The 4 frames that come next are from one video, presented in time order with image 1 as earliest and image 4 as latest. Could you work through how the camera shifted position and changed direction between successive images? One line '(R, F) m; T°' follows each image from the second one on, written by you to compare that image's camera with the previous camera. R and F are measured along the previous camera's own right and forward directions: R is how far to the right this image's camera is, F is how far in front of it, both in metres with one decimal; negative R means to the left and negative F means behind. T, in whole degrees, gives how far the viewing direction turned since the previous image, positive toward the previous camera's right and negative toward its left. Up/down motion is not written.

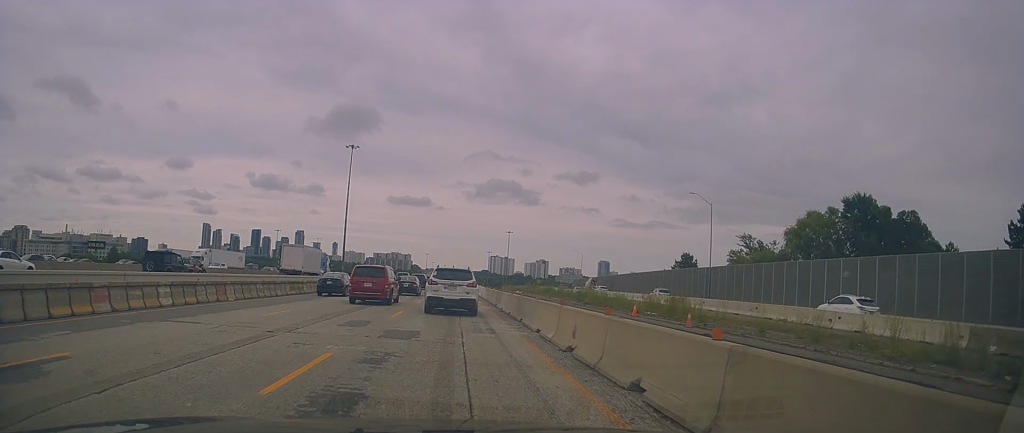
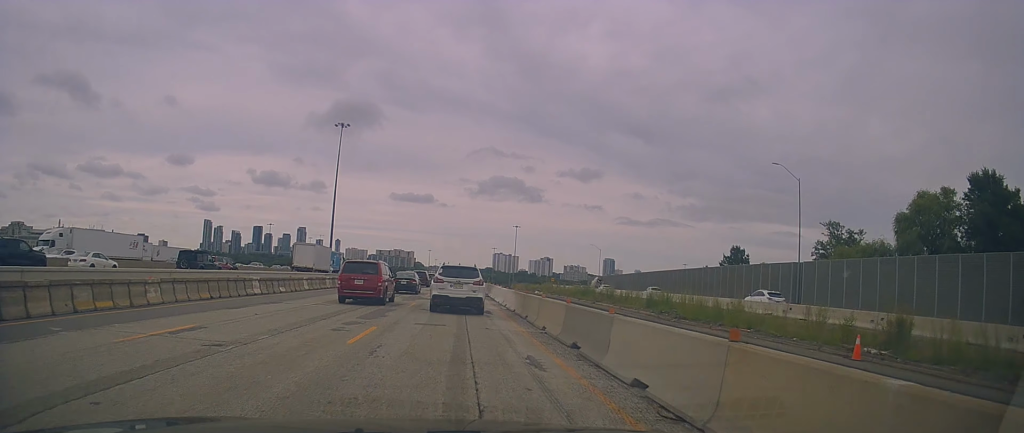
(-0.4, +19.0) m; +1°
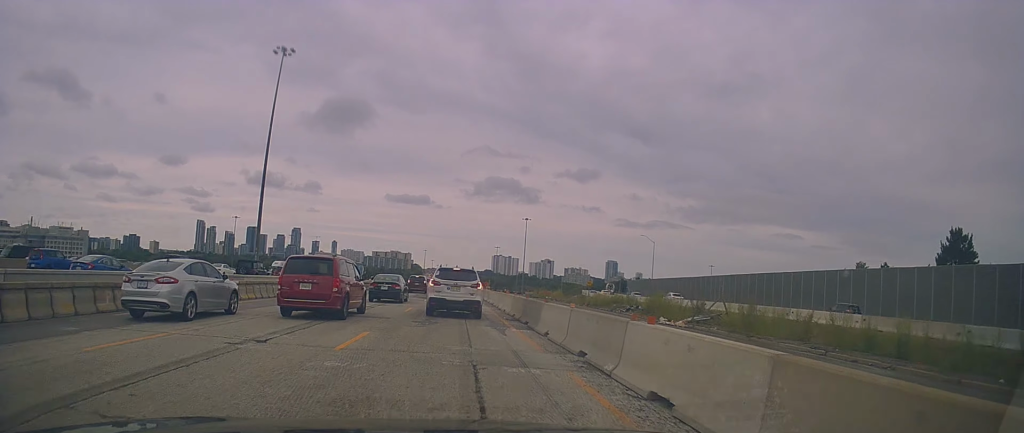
(-0.8, +50.1) m; -1°
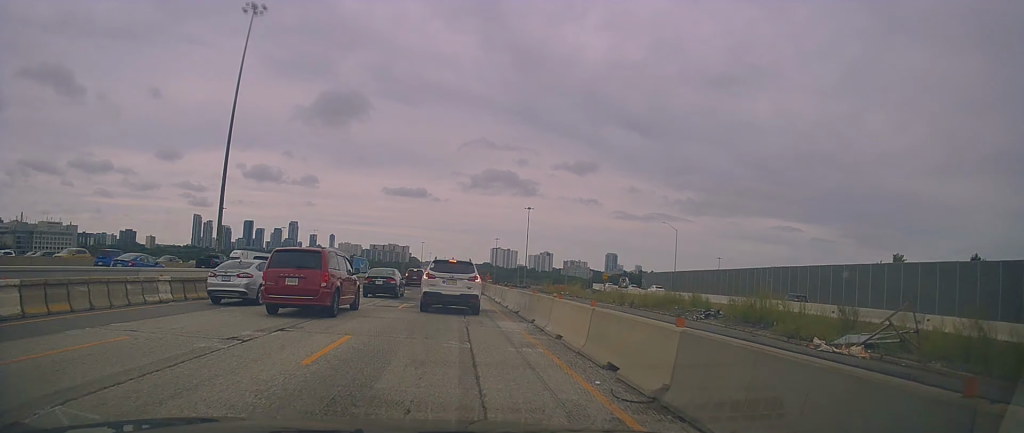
(+0.4, +14.8) m; +1°
